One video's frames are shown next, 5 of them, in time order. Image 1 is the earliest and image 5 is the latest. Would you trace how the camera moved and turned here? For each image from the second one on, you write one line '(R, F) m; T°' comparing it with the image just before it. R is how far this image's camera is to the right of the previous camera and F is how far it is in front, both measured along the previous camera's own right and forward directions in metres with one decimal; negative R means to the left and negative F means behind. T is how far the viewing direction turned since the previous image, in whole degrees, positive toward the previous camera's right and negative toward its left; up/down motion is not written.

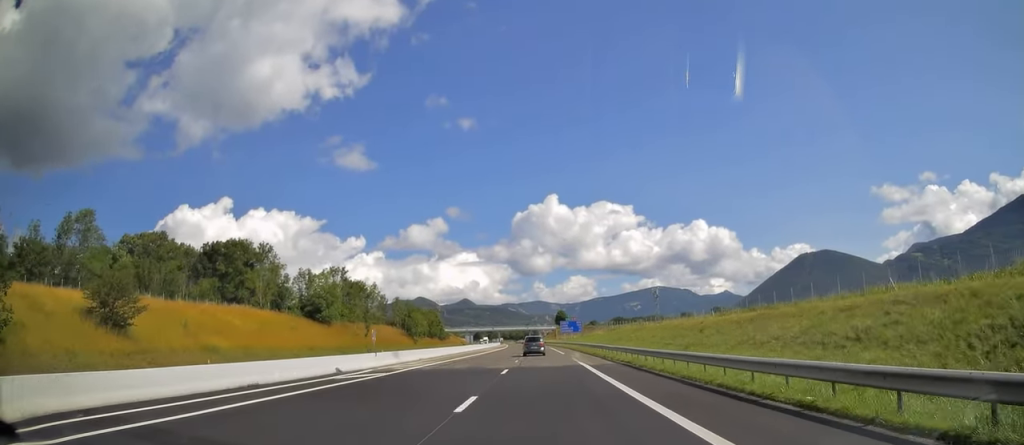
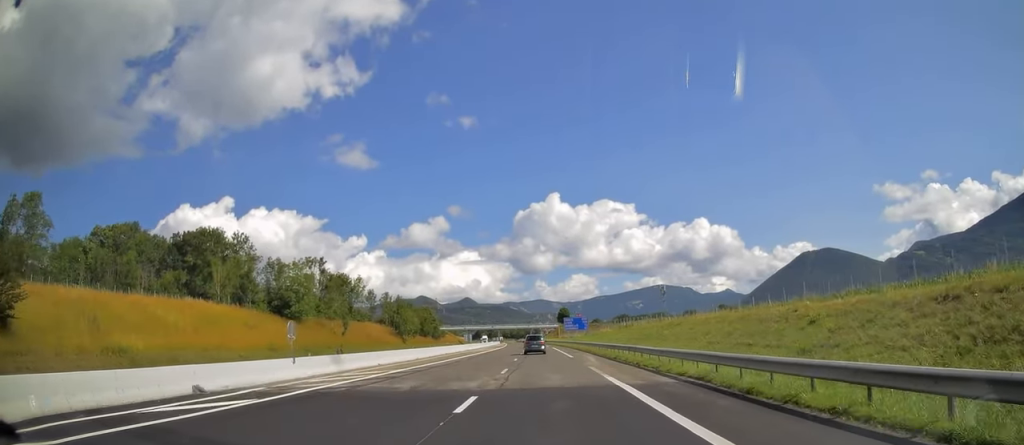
(0.0, +13.2) m; 0°
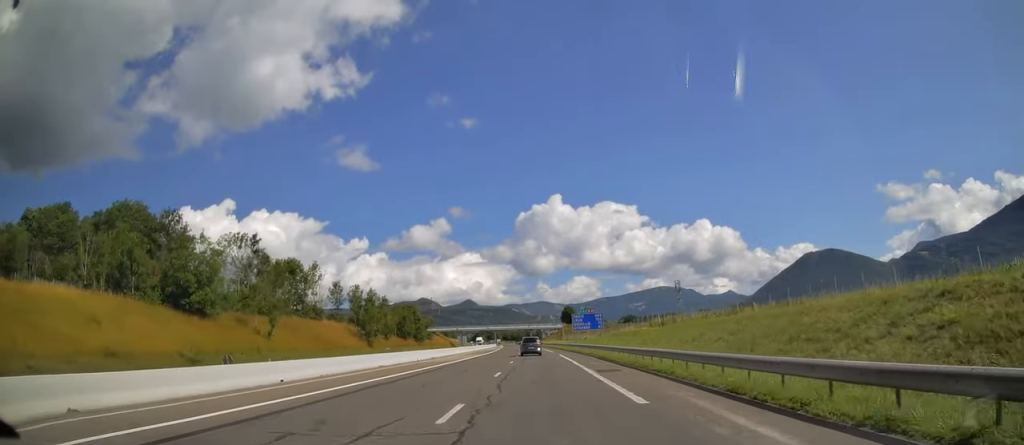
(0.0, +27.0) m; 0°
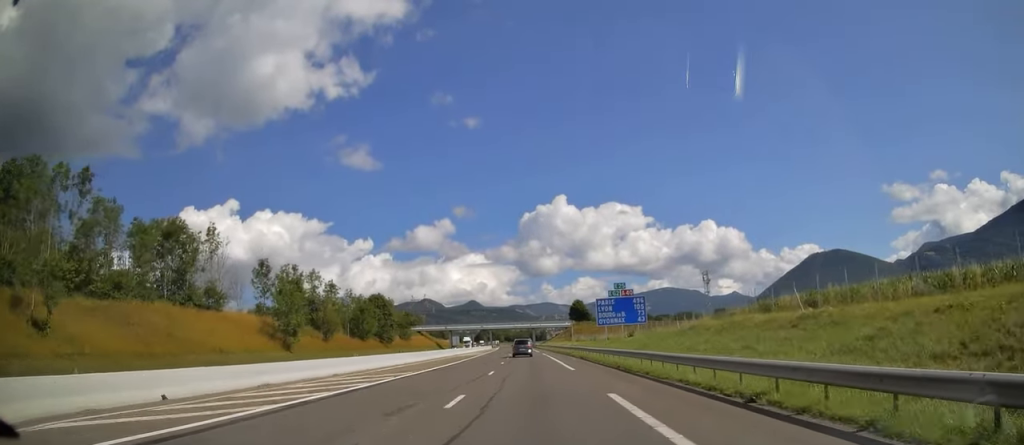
(-0.1, +36.2) m; 0°
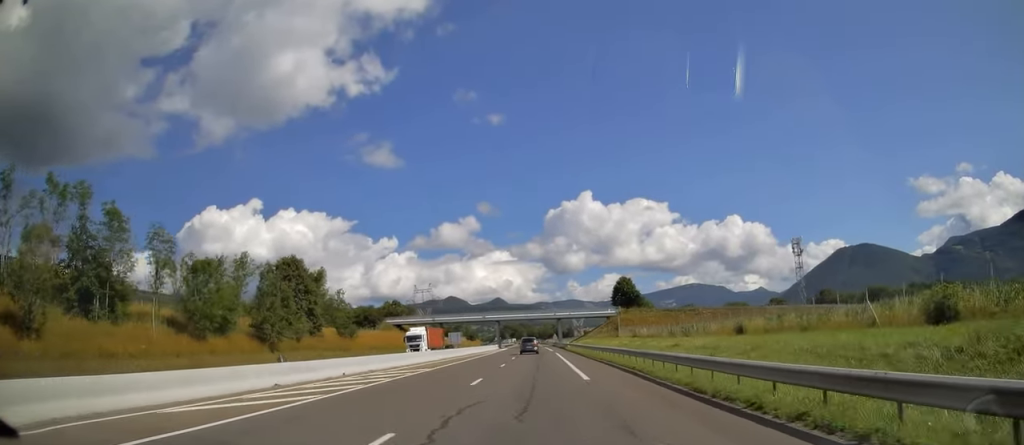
(-0.8, +58.7) m; -2°
